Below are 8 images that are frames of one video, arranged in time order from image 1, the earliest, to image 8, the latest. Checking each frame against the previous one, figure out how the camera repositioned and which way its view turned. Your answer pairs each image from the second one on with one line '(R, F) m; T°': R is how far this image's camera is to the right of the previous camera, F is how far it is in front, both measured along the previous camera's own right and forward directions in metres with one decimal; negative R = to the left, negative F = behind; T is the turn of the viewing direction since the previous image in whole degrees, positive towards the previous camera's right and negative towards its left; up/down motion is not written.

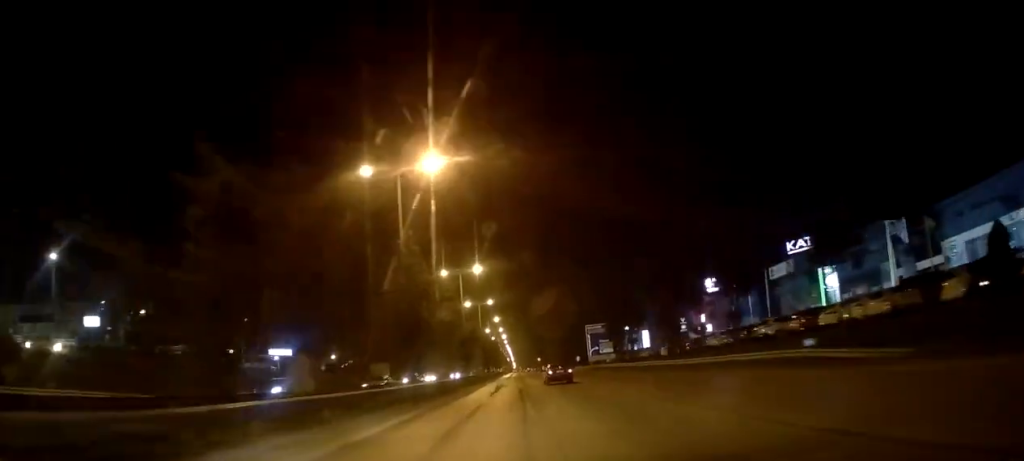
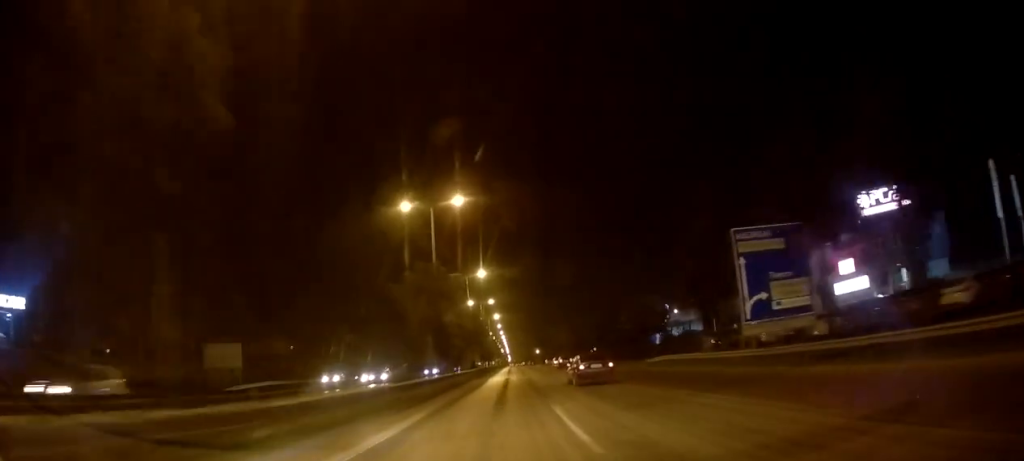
(-0.3, +61.5) m; 0°
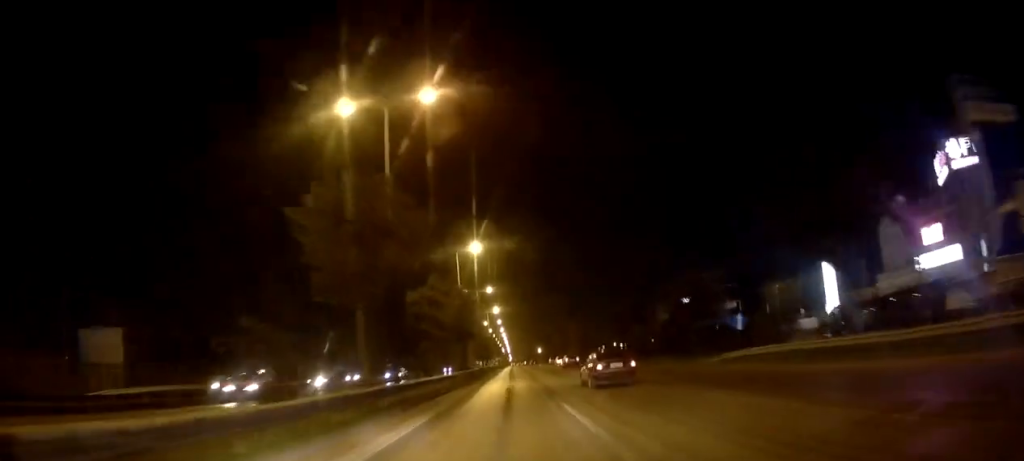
(+0.1, +17.6) m; 0°
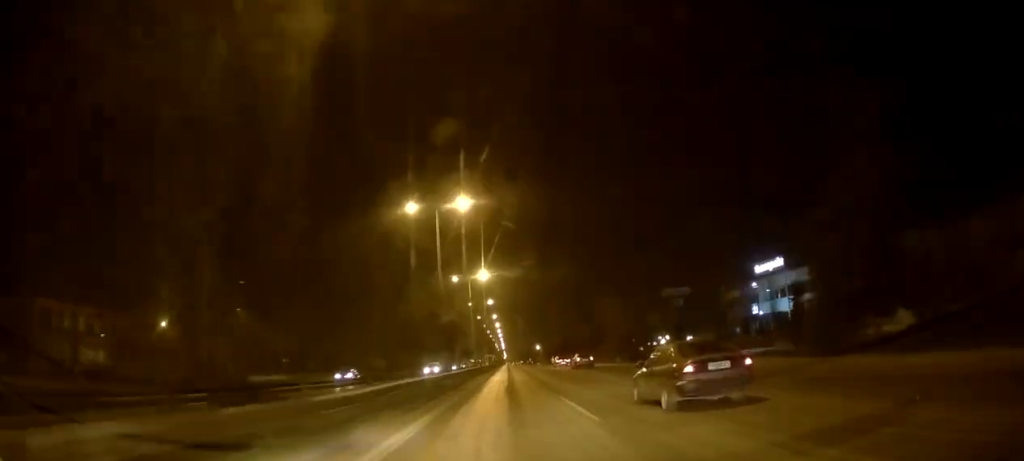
(-0.4, +52.6) m; -1°
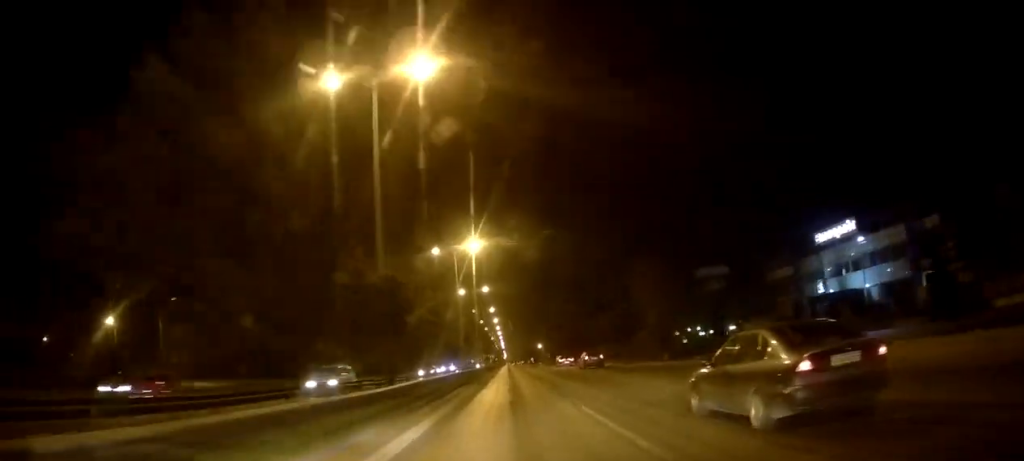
(+0.1, +21.7) m; 0°
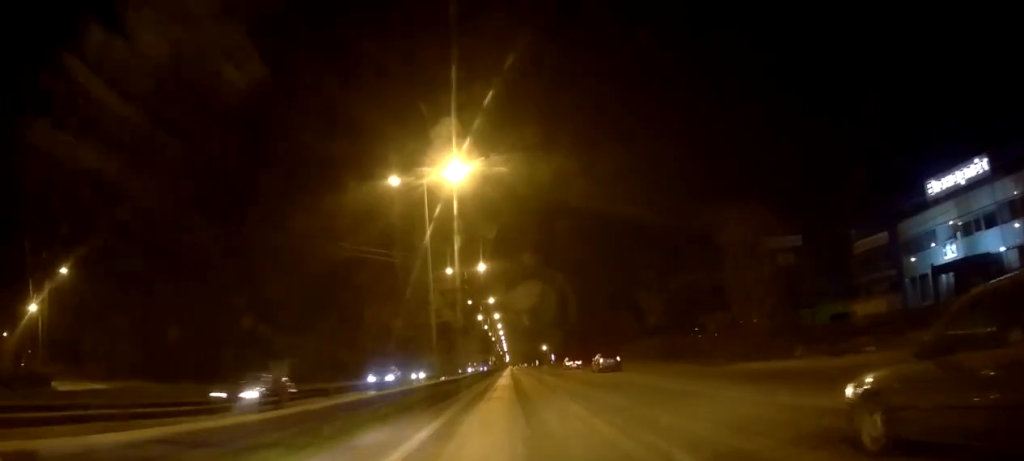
(+0.1, +24.4) m; 0°
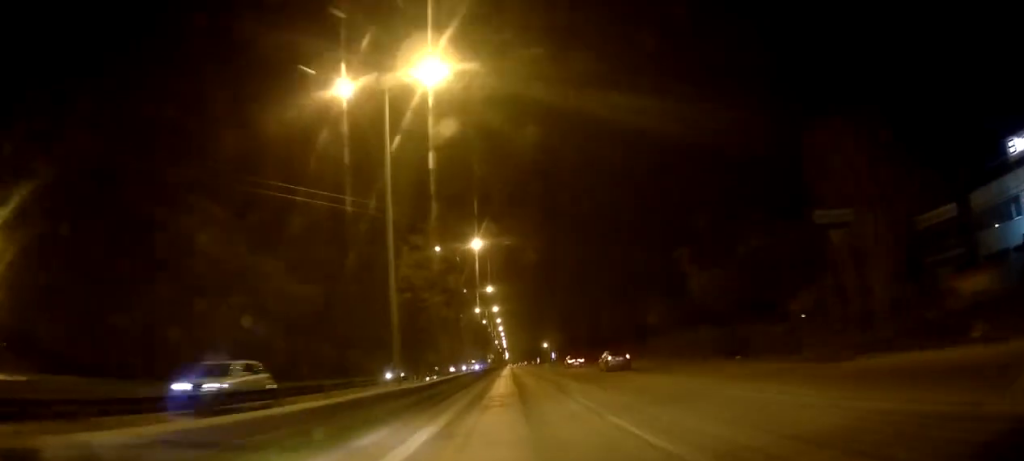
(0.0, +12.6) m; 0°
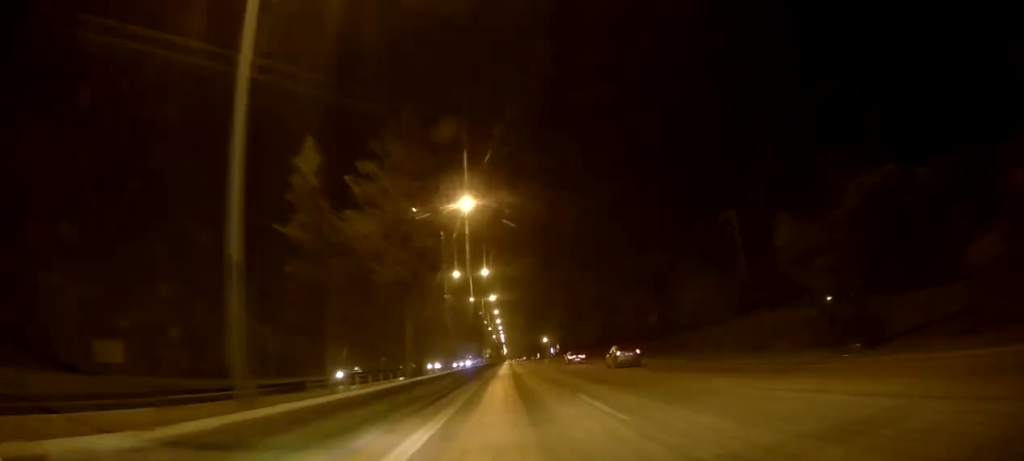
(0.0, +13.0) m; 0°
